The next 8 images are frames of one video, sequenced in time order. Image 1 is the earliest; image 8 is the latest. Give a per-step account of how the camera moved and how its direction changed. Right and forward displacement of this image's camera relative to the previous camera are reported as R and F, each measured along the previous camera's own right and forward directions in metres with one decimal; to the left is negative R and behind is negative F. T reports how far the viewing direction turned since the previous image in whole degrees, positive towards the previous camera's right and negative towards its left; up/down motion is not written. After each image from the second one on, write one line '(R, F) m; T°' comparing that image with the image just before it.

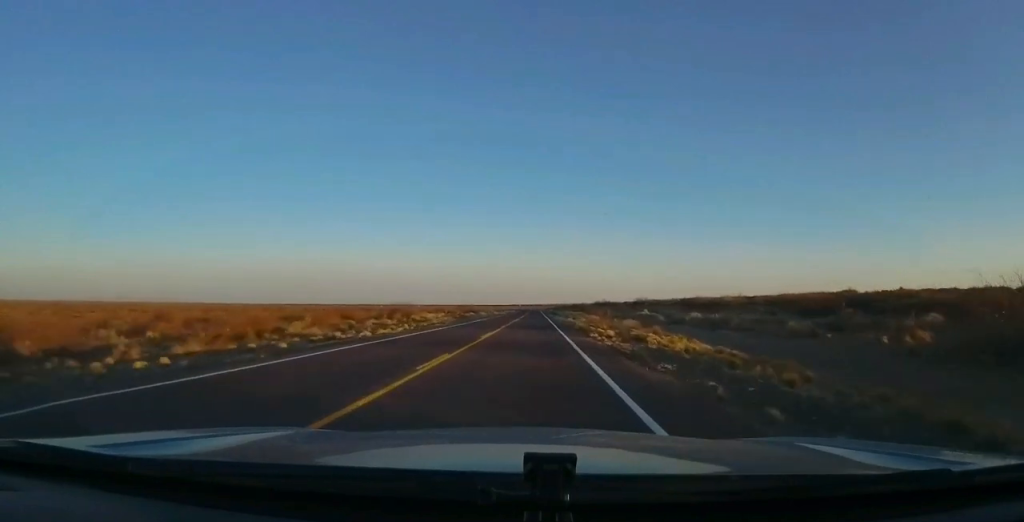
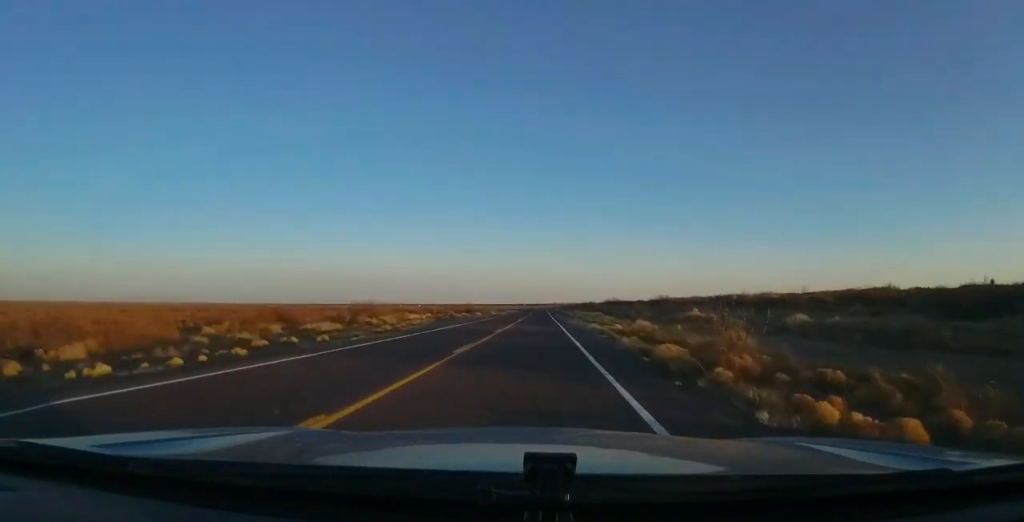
(-0.1, +20.4) m; 0°
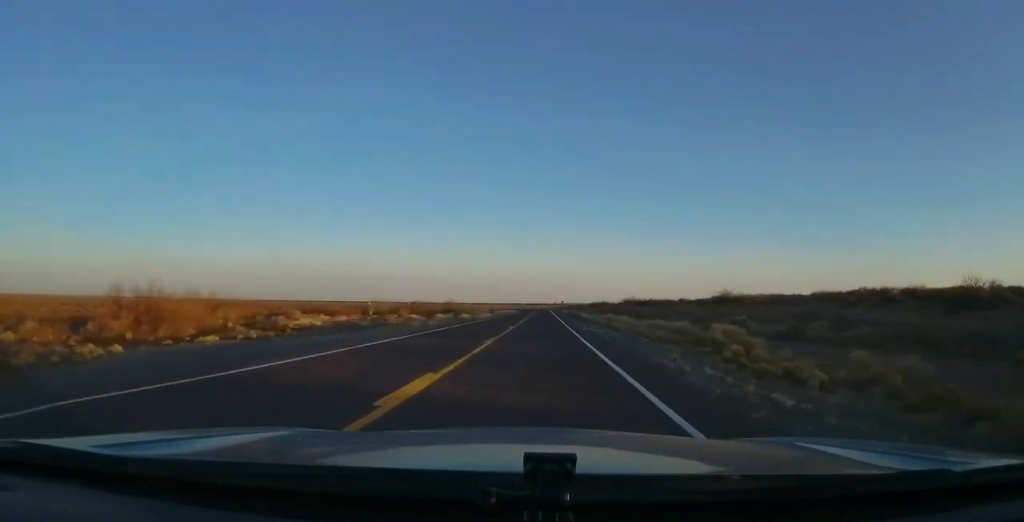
(0.0, +44.8) m; 0°
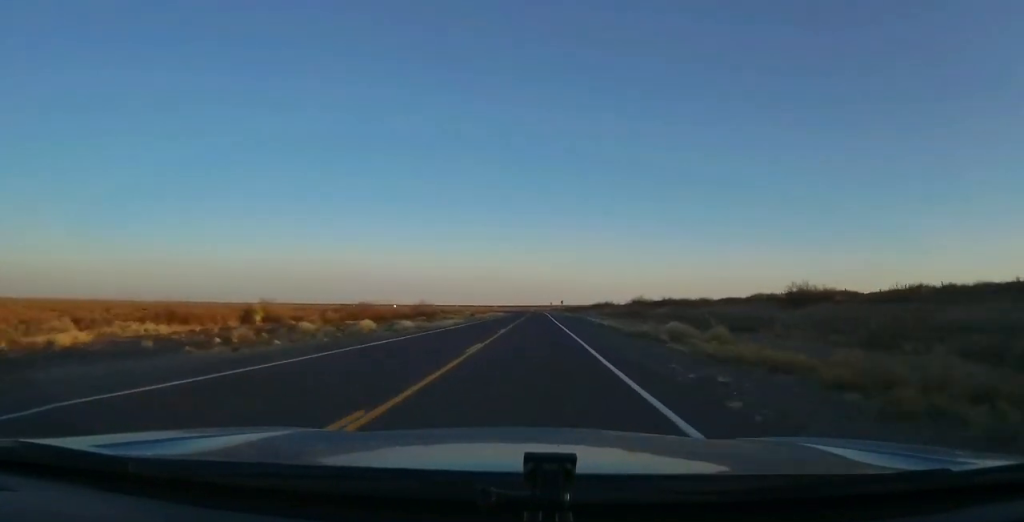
(-0.1, +28.5) m; 0°
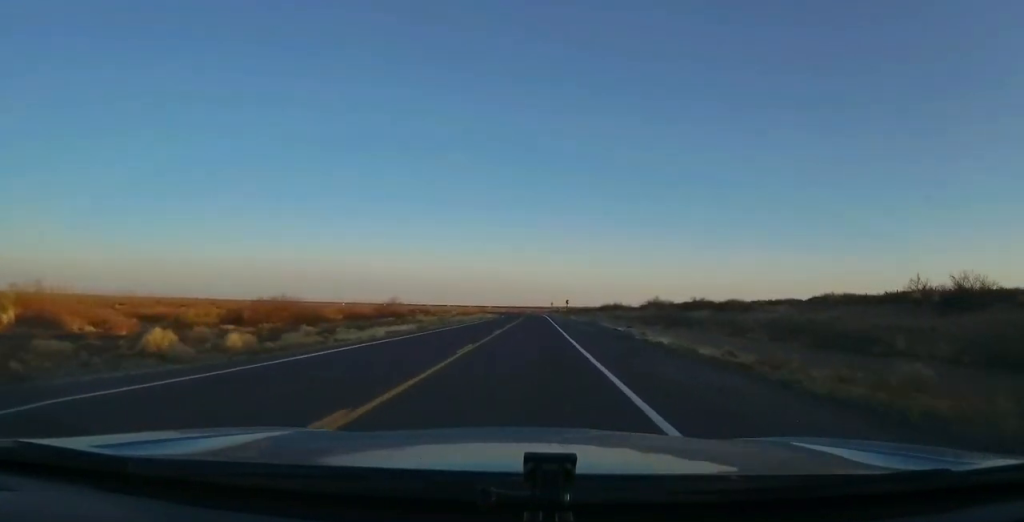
(0.0, +24.7) m; 0°
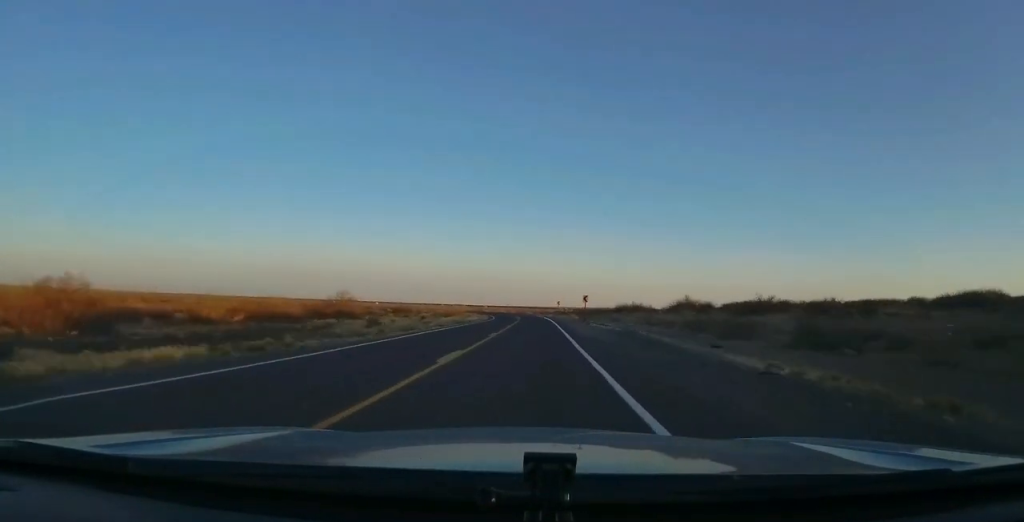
(+0.2, +27.5) m; 0°
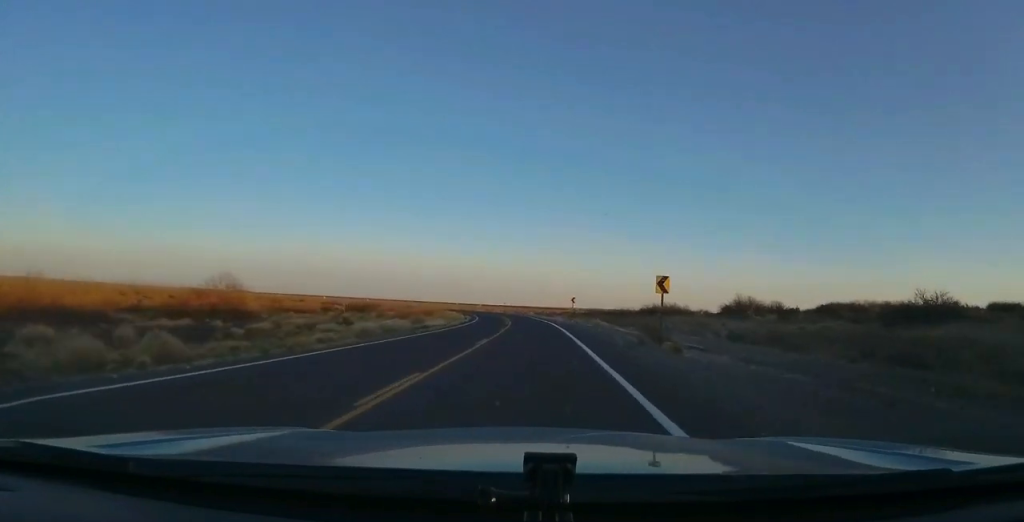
(0.0, +30.3) m; 0°
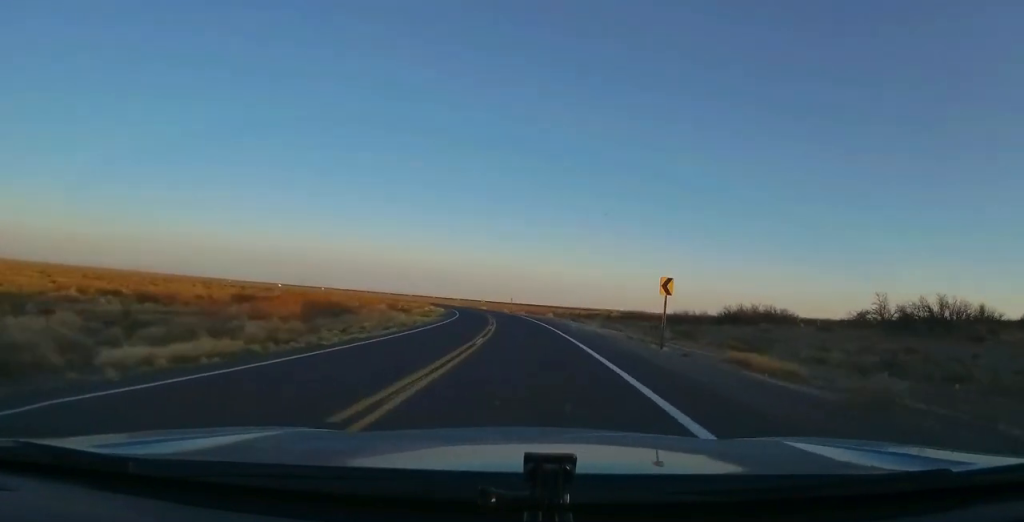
(-0.2, +37.1) m; -1°
